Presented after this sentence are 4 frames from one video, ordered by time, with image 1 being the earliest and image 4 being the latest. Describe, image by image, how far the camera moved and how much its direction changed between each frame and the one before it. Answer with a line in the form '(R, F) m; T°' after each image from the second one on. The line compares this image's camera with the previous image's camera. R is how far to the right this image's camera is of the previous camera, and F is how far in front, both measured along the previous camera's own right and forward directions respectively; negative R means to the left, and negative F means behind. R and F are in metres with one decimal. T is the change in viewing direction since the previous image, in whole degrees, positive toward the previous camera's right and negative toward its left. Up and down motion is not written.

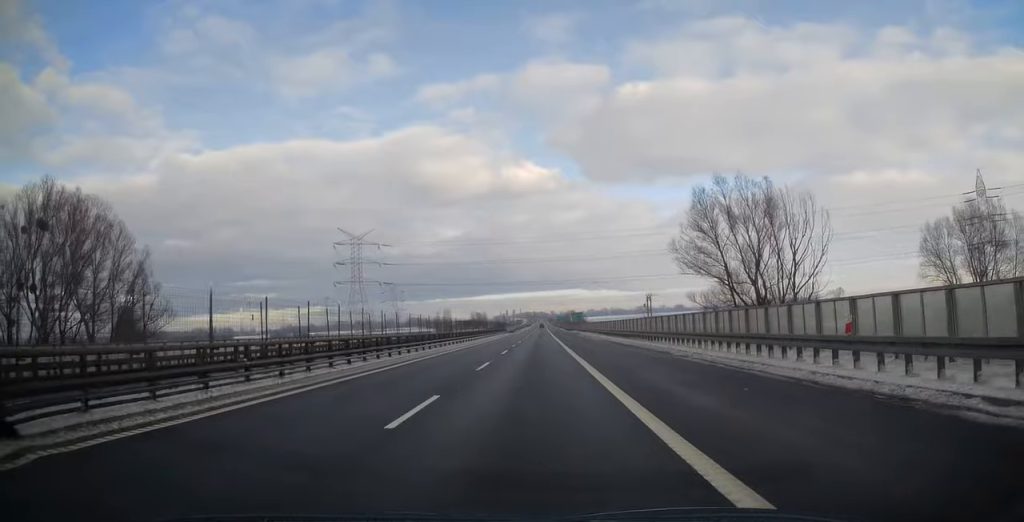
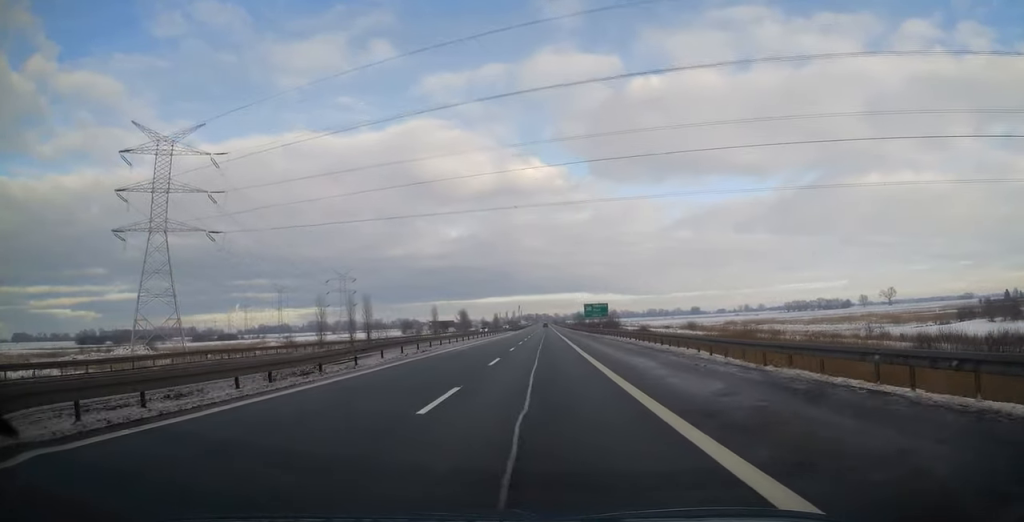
(-1.0, +151.7) m; 0°
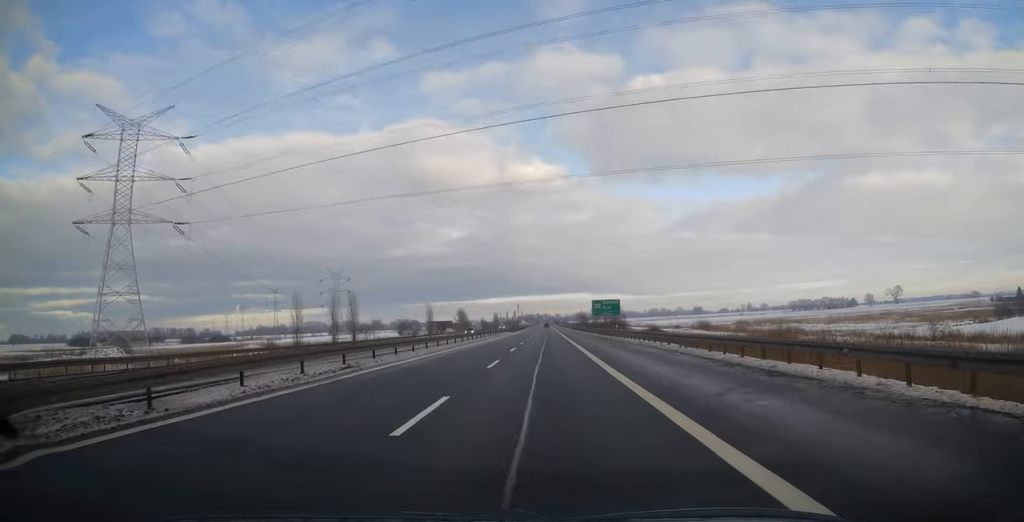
(+0.1, +13.8) m; 0°
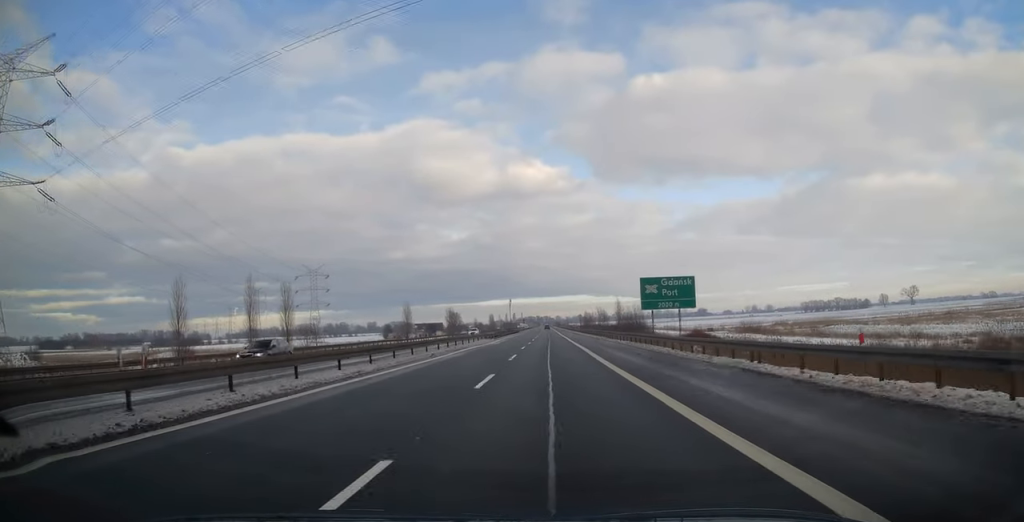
(-0.4, +41.0) m; 0°
